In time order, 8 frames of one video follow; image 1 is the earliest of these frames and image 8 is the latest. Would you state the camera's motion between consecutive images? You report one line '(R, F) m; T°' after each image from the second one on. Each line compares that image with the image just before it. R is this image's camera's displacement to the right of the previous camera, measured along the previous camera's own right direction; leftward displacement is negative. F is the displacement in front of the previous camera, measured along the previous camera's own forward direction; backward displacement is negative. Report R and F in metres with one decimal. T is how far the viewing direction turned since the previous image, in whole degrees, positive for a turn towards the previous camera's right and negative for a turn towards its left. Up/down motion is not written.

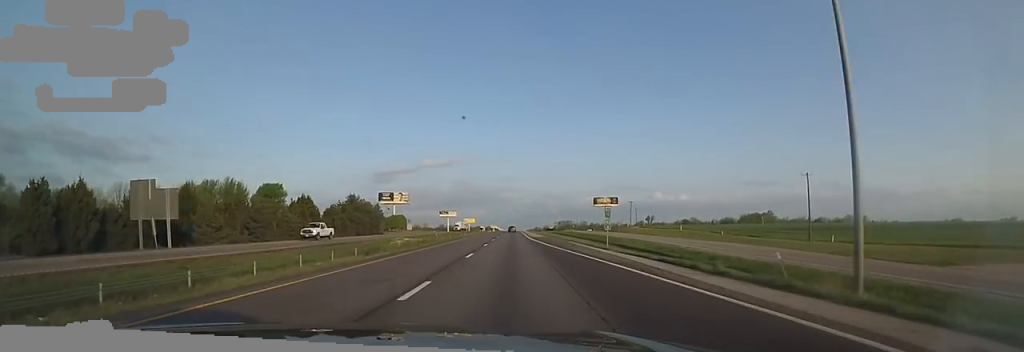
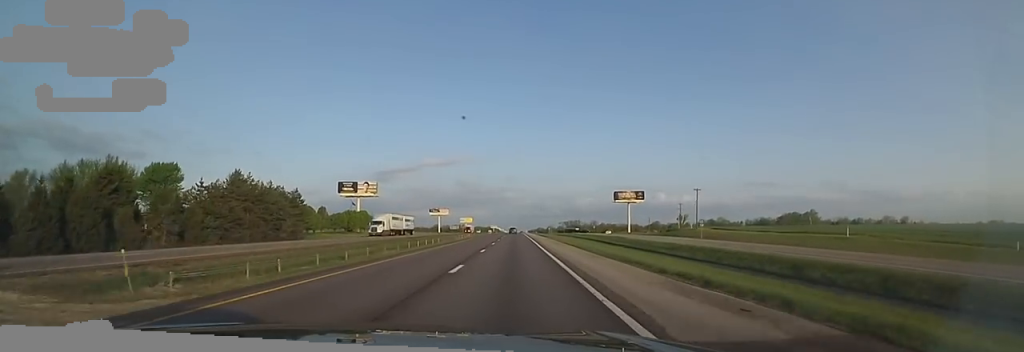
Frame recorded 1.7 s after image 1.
(+0.4, +56.2) m; -2°
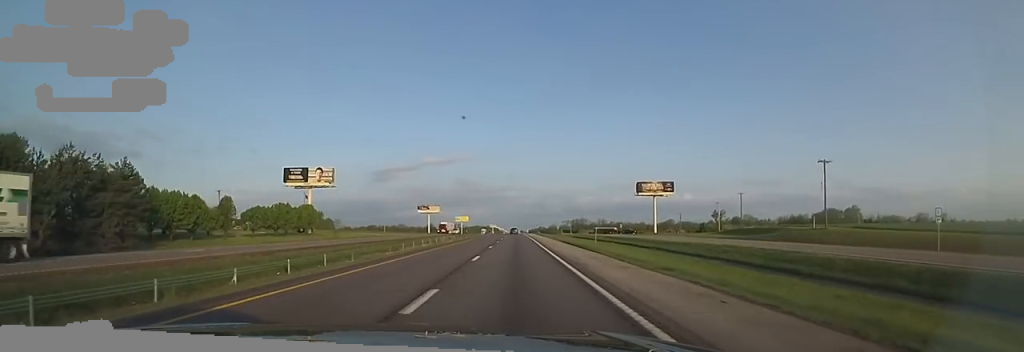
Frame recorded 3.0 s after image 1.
(-0.7, +43.5) m; 0°
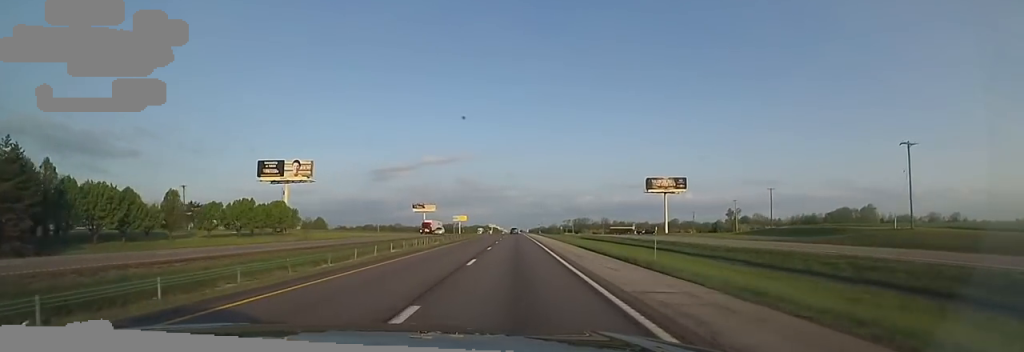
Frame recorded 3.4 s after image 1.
(+0.5, +14.5) m; 0°
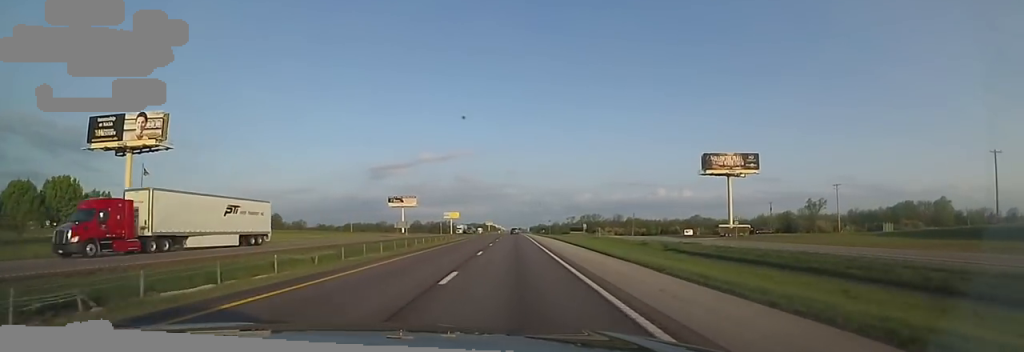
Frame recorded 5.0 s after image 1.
(+0.2, +55.0) m; +1°
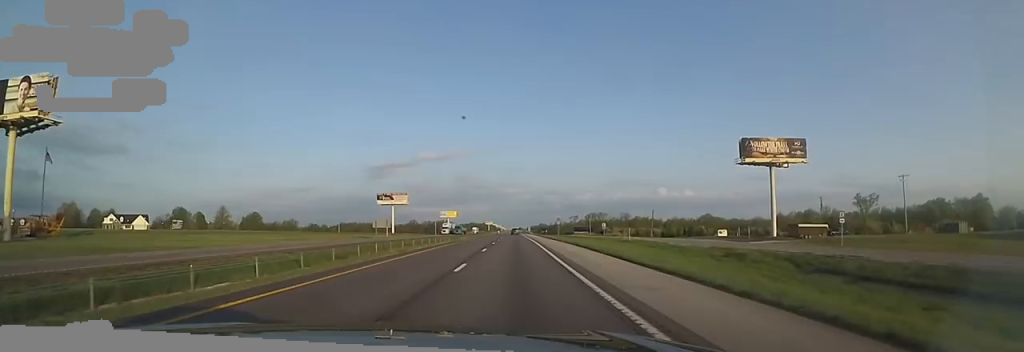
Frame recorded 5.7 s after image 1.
(+0.6, +21.4) m; 0°
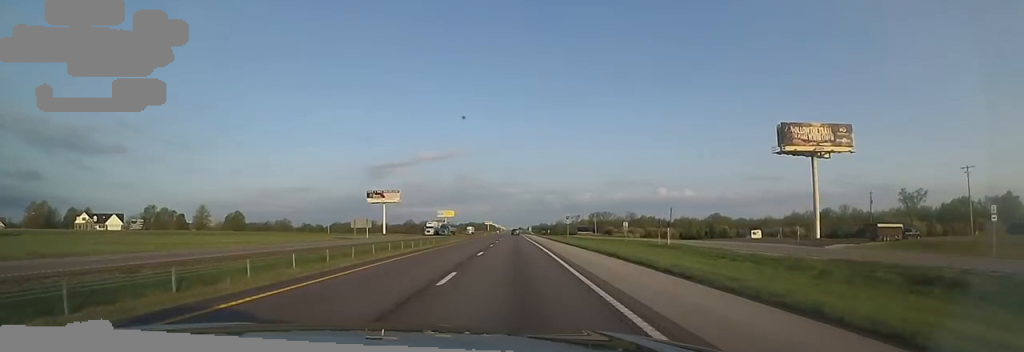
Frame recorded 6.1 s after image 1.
(-0.3, +15.4) m; -1°
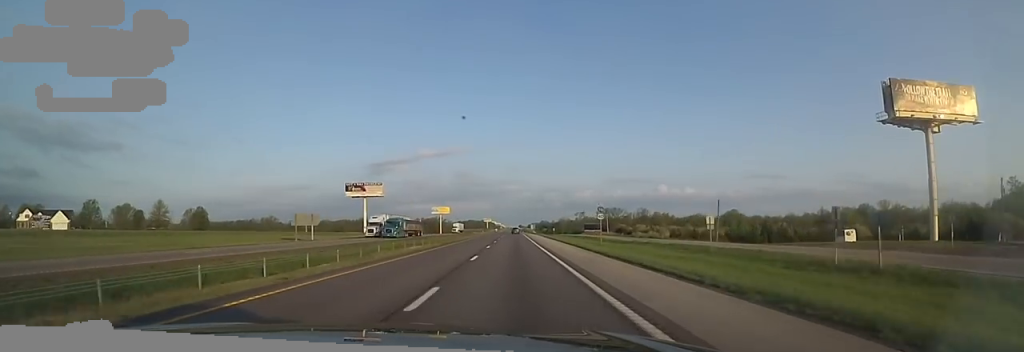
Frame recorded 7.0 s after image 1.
(-0.6, +27.0) m; -1°
